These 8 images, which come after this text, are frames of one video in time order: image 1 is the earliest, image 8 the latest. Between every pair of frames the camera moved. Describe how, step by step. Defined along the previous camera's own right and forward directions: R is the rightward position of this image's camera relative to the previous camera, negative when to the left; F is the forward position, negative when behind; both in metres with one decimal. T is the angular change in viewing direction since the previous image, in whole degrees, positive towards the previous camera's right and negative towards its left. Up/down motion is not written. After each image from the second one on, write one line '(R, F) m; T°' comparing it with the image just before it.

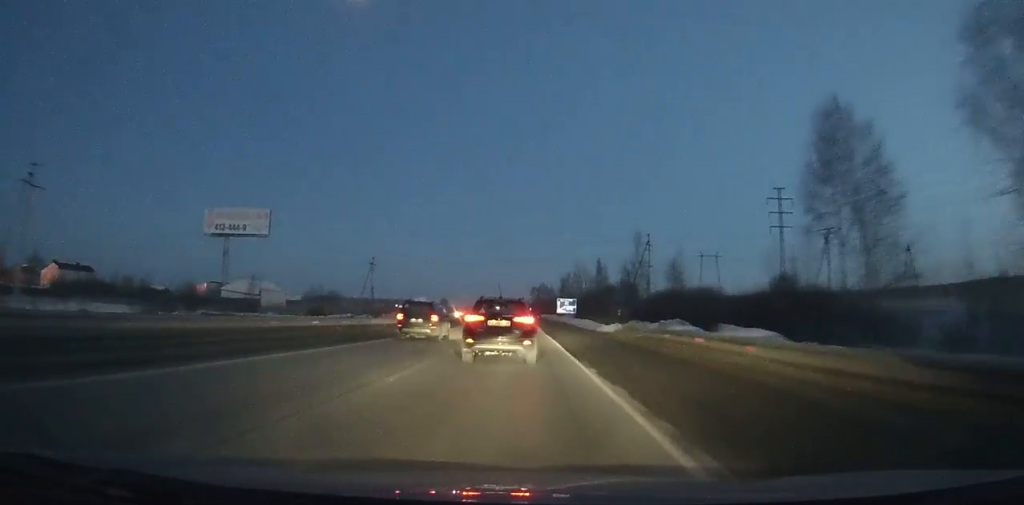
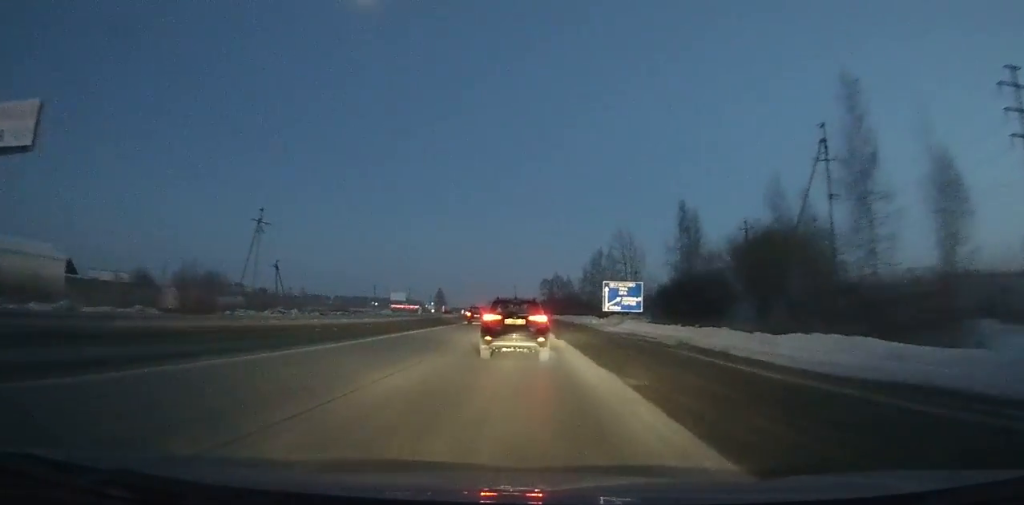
(-0.7, +69.4) m; -1°
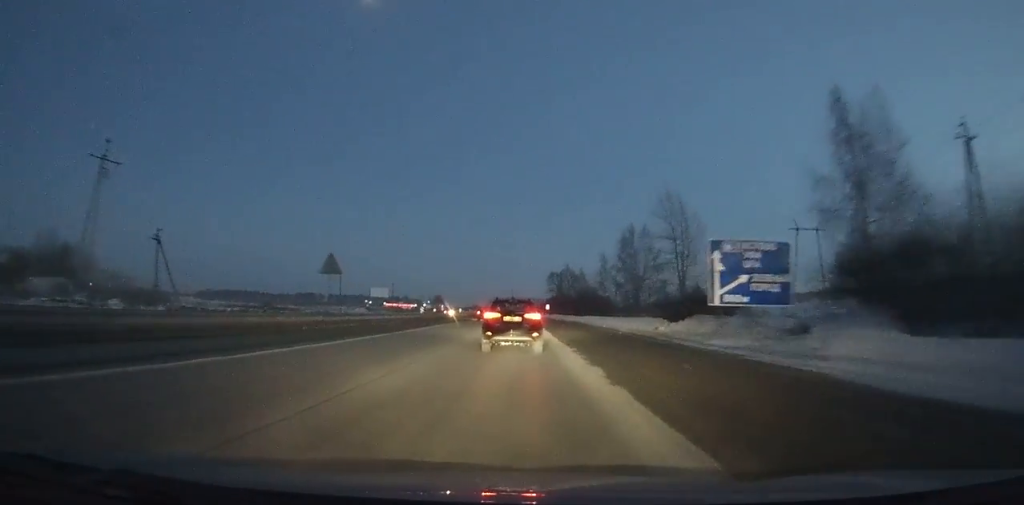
(-0.4, +36.5) m; -1°
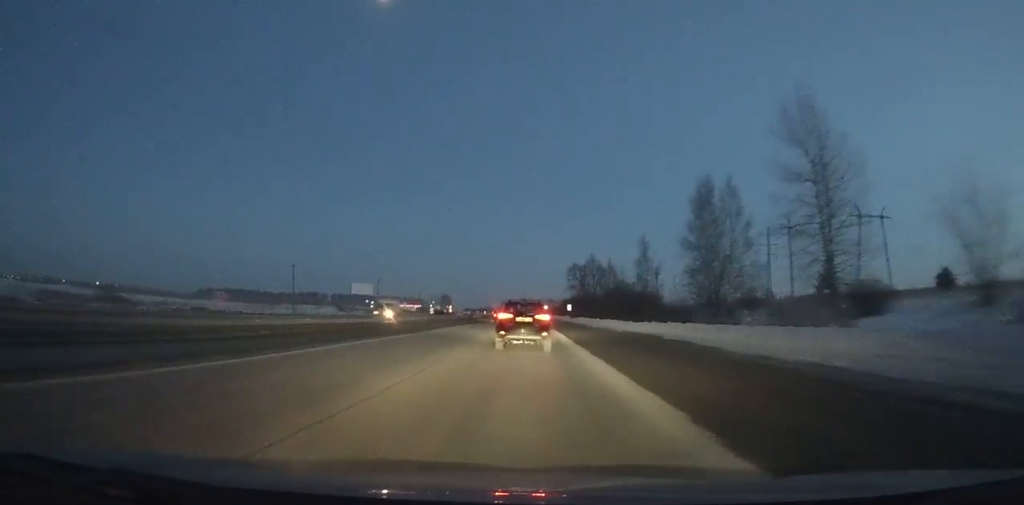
(-0.1, +36.6) m; -1°
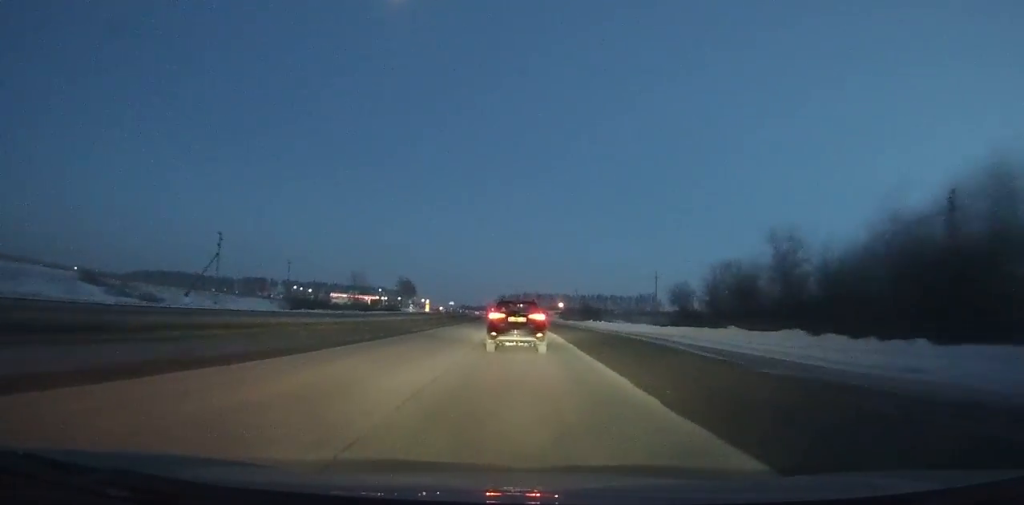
(-1.8, +151.2) m; -2°
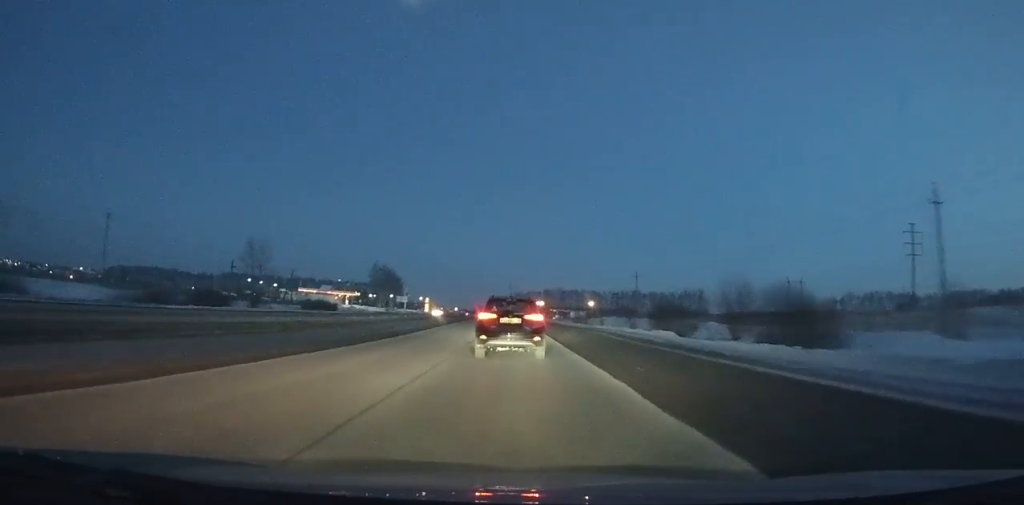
(-1.0, +70.2) m; -2°
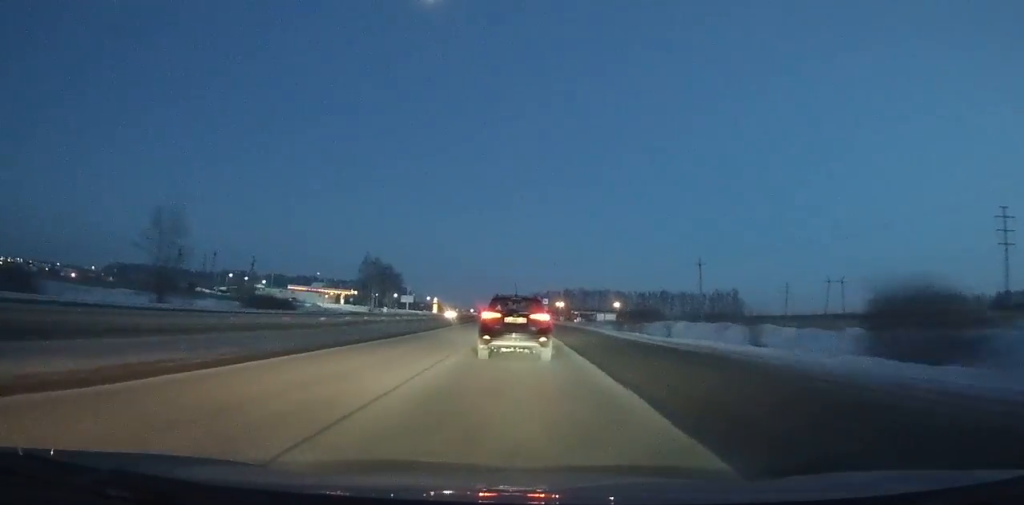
(-0.1, +29.4) m; -1°
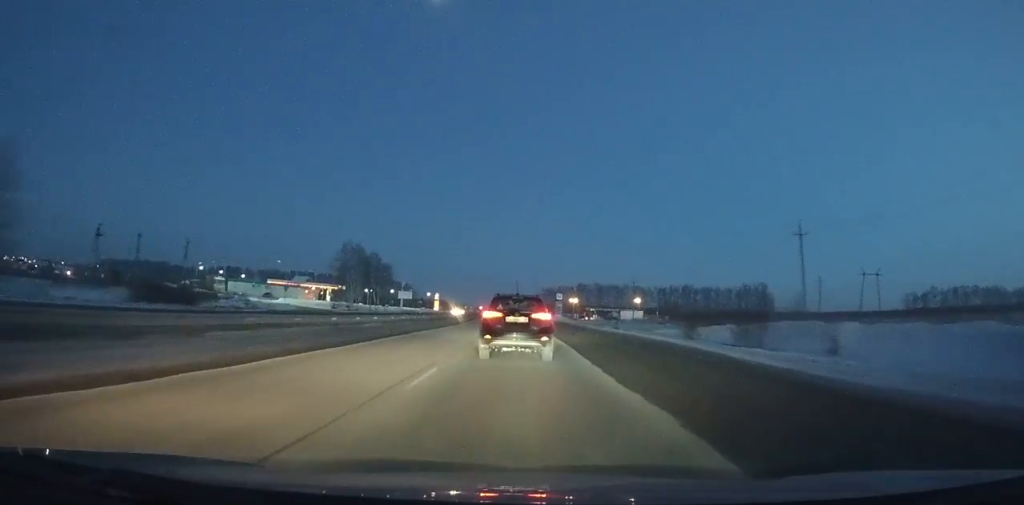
(-0.3, +26.9) m; -1°
